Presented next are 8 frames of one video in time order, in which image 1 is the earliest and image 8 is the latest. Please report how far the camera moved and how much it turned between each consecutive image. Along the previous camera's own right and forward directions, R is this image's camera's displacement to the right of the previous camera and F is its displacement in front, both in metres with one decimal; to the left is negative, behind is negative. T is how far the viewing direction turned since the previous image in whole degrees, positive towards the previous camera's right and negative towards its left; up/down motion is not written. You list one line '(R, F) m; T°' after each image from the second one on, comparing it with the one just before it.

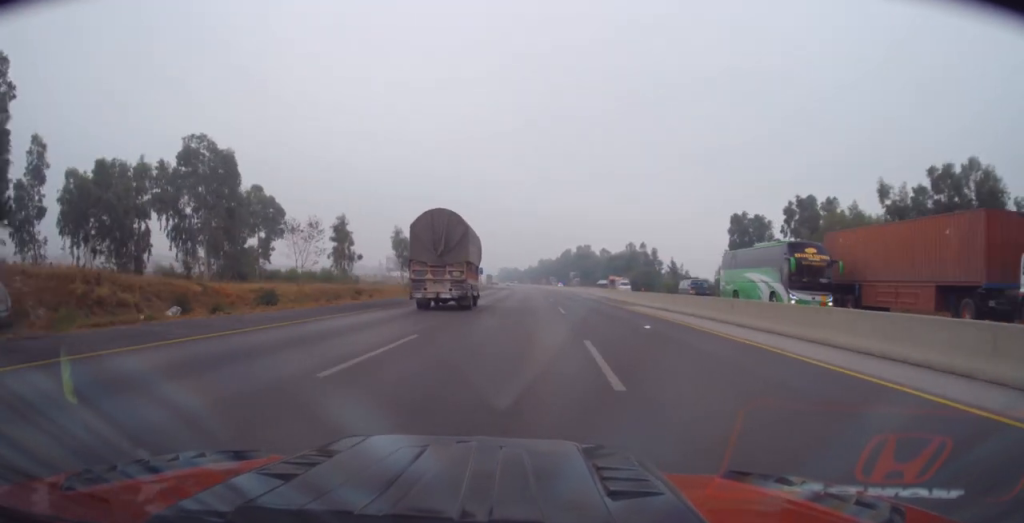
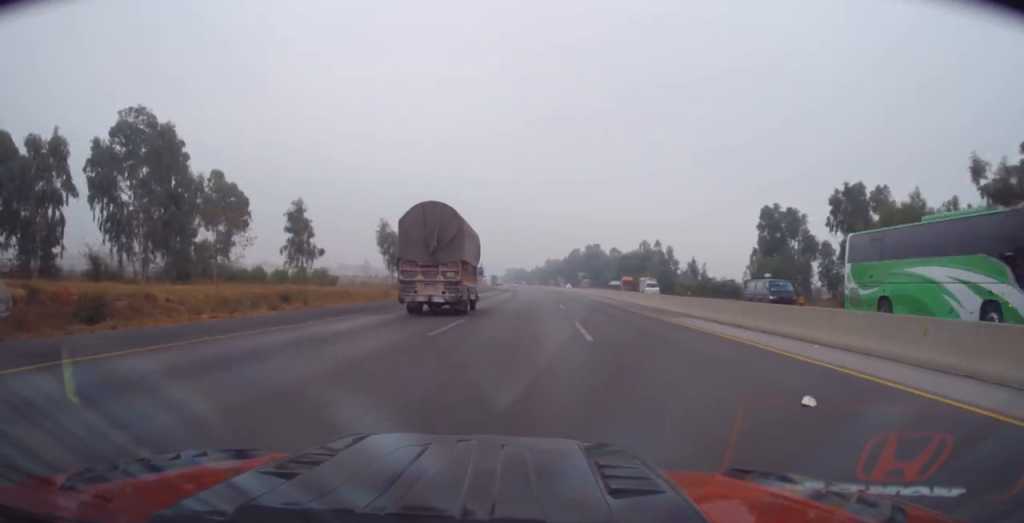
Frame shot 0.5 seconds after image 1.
(-0.1, +11.4) m; -1°
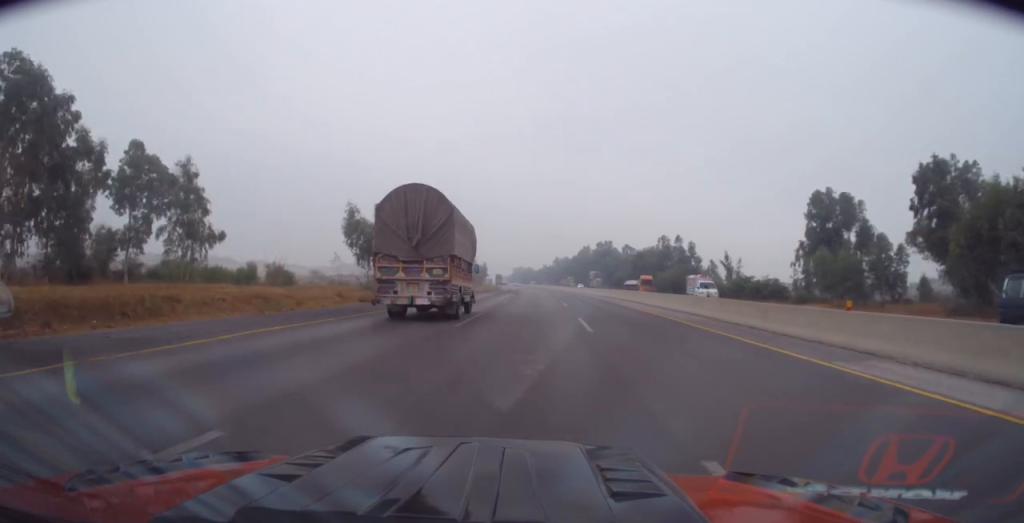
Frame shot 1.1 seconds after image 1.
(-0.3, +15.5) m; 0°
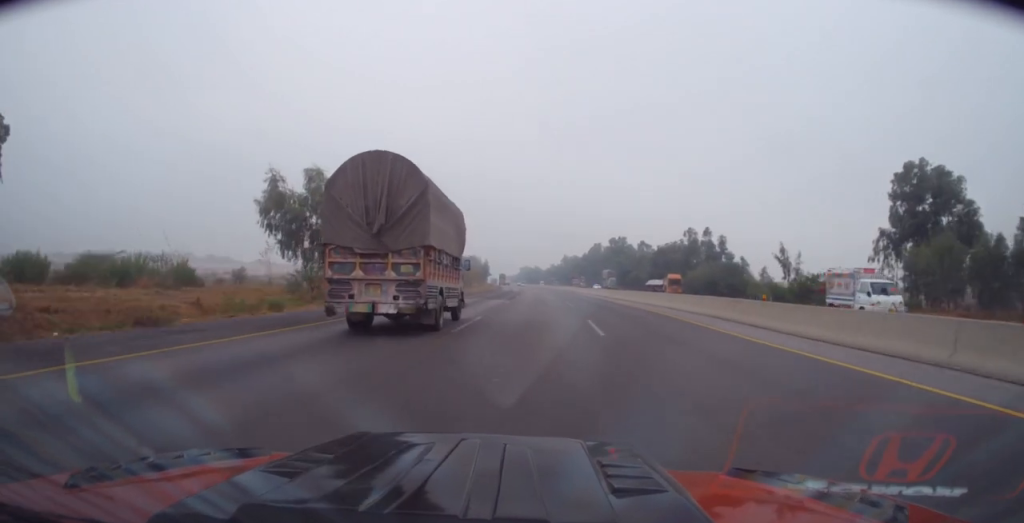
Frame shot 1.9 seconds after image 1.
(+0.1, +19.6) m; 0°
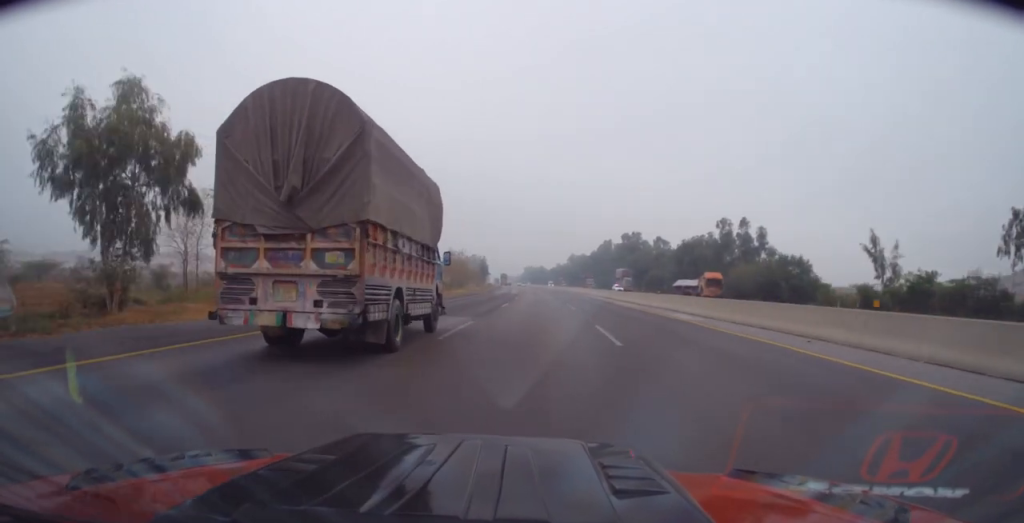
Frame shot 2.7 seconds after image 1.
(+0.1, +20.4) m; 0°
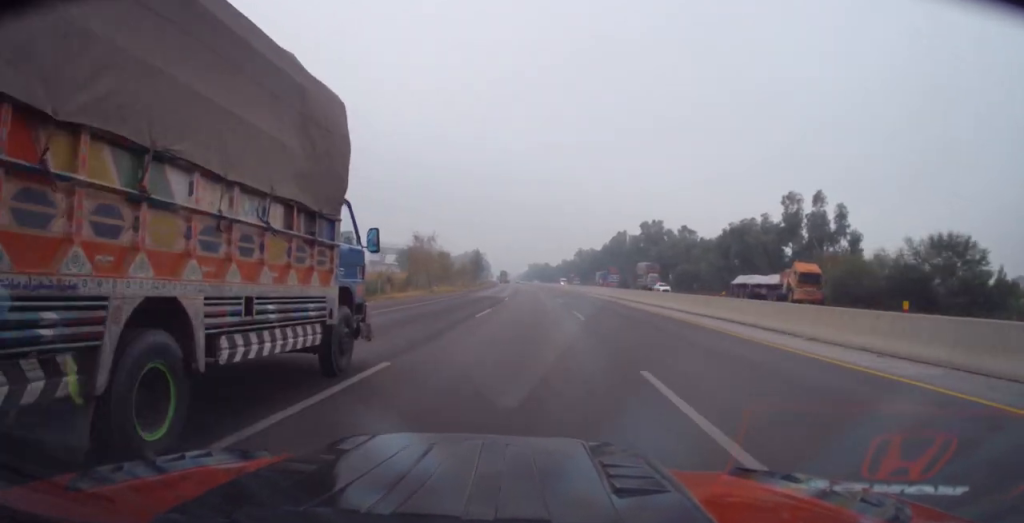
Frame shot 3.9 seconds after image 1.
(-0.1, +27.6) m; 0°
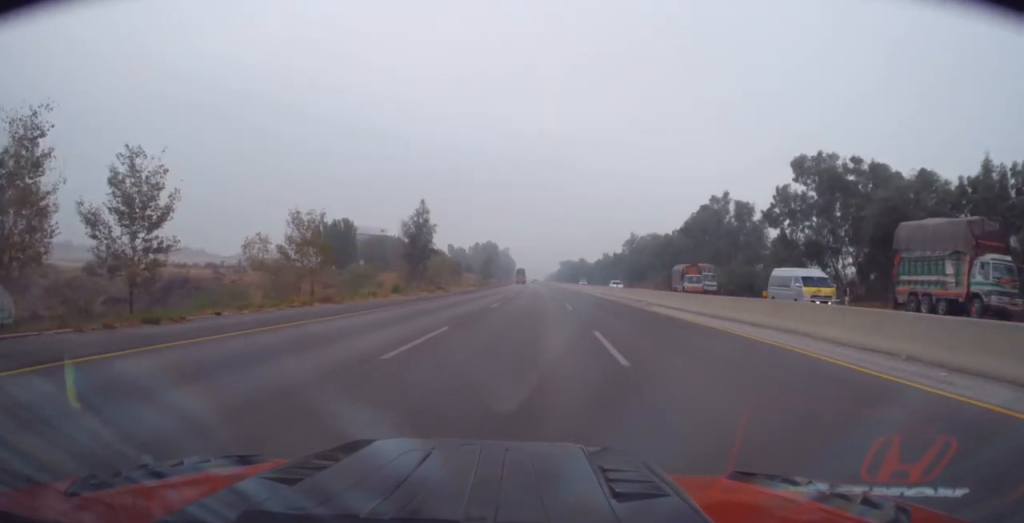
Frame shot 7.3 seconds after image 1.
(-2.2, +84.4) m; -4°
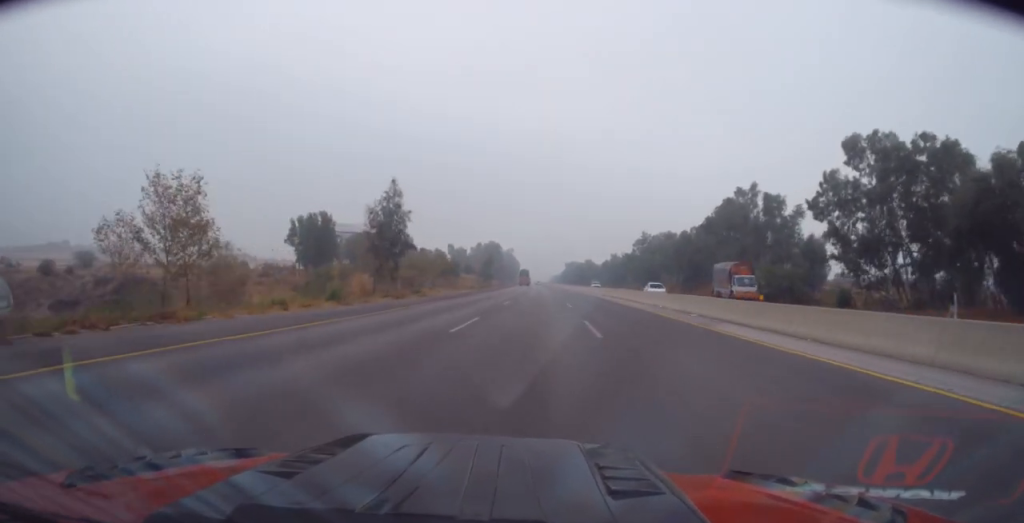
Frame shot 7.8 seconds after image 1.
(-0.2, +12.4) m; -1°
